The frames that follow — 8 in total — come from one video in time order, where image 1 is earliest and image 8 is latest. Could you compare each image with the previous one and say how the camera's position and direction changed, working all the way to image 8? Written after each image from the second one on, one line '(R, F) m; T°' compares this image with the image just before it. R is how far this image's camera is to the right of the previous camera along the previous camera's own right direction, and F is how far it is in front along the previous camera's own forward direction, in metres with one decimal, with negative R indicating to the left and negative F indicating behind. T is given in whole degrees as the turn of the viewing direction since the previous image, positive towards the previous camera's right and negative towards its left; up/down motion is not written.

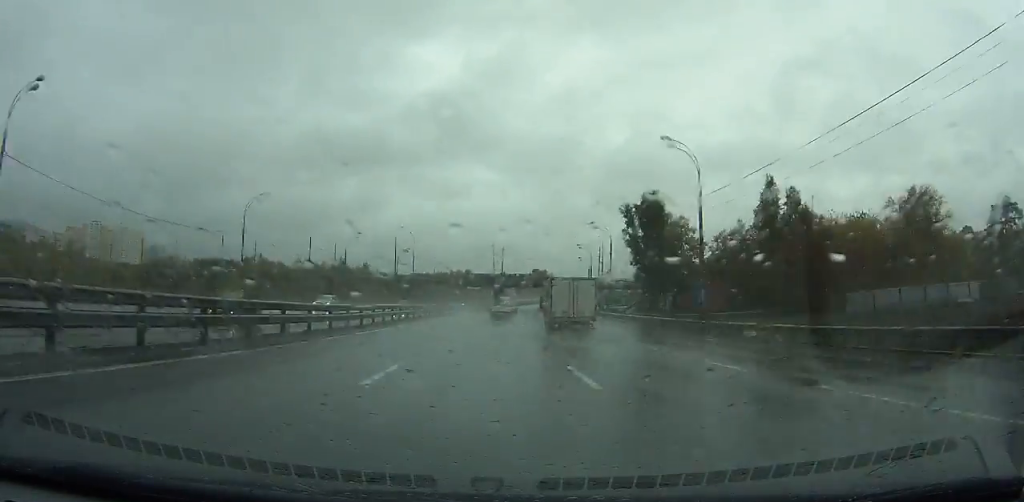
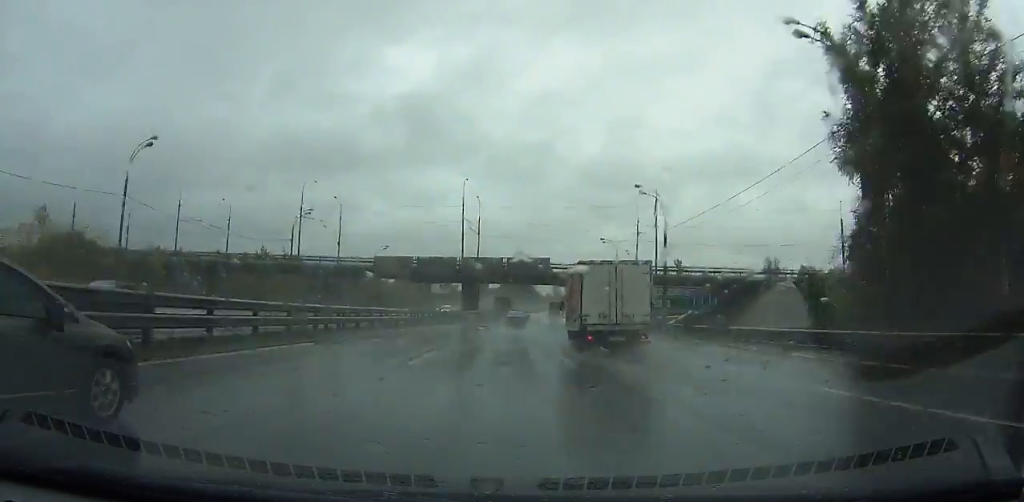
(+0.4, +59.6) m; +1°
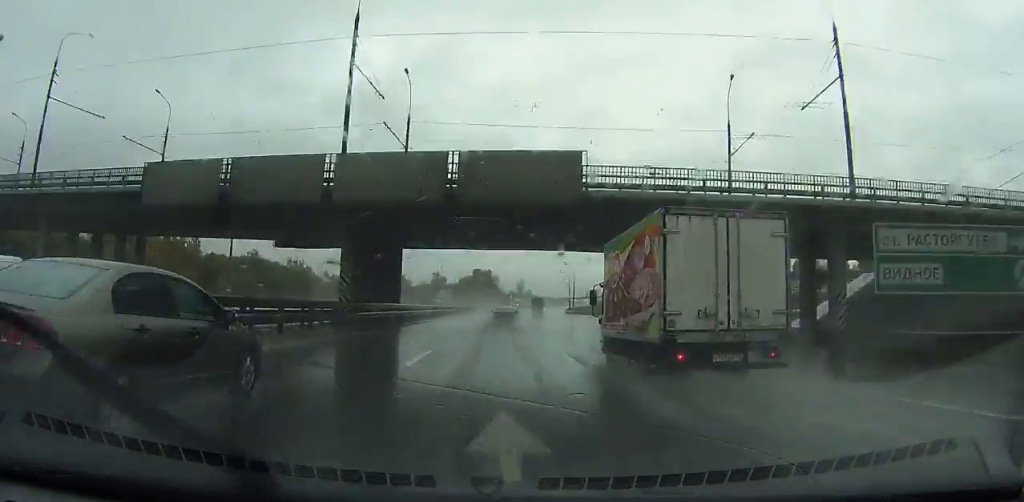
(+0.1, +48.0) m; +2°
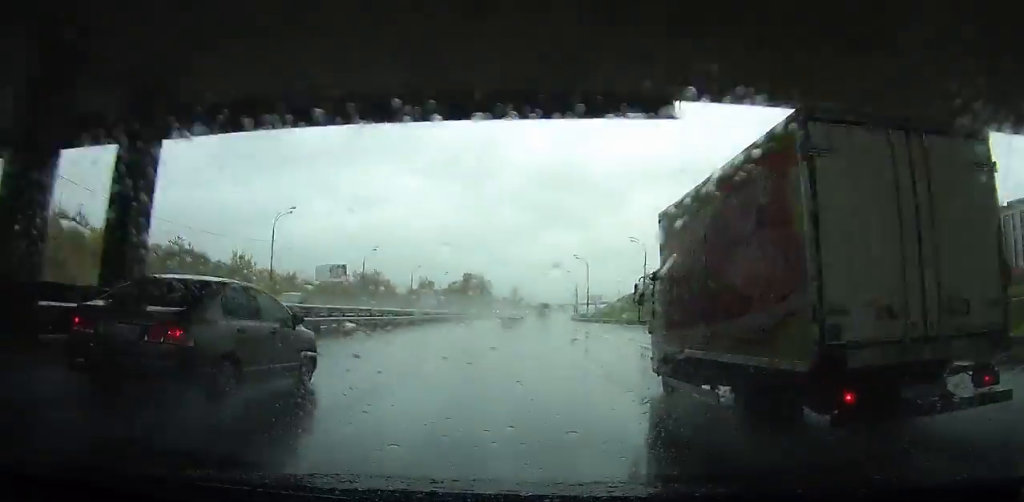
(+0.9, +31.6) m; +2°
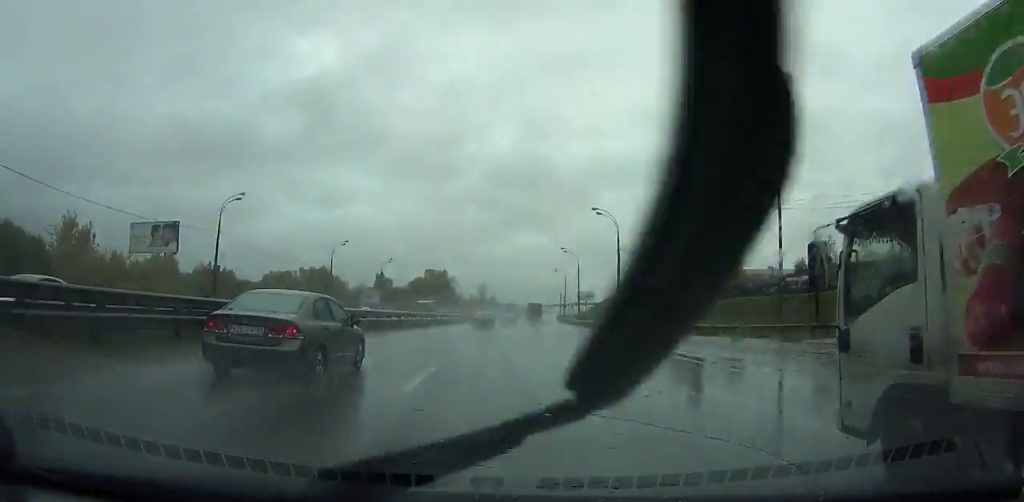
(+1.3, +49.7) m; +3°
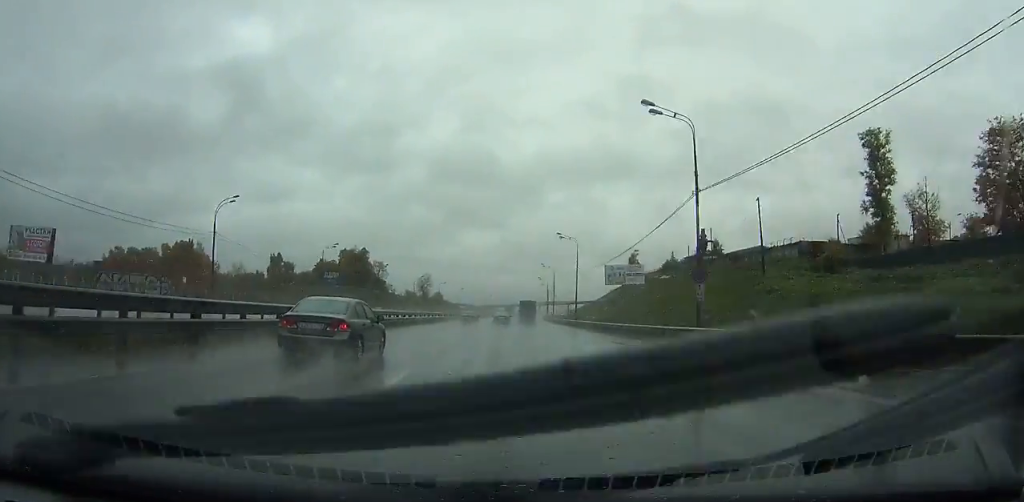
(+3.8, +109.7) m; +4°
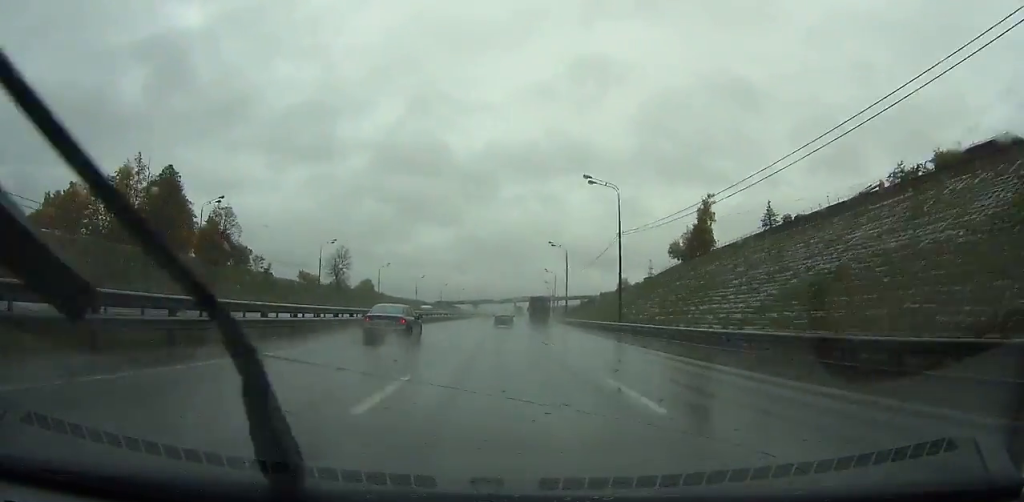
(+7.4, +128.1) m; +5°
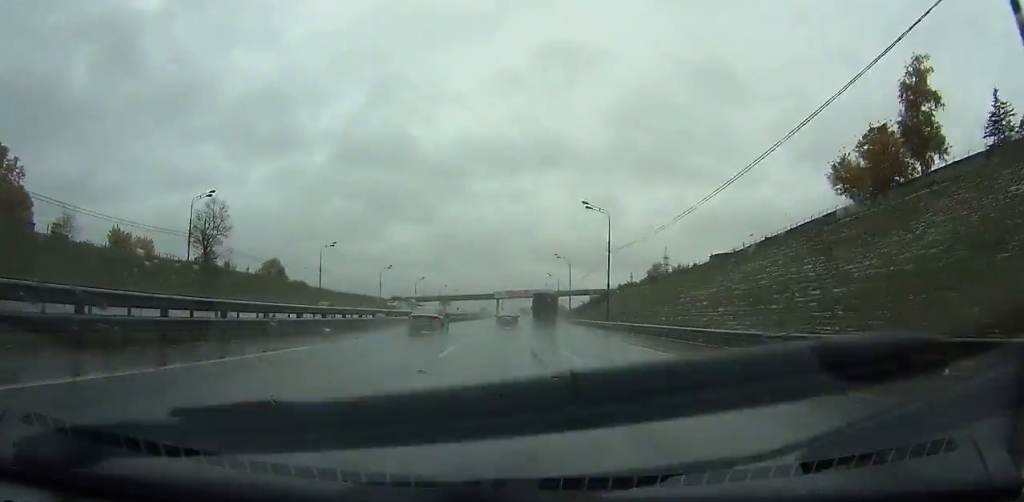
(+0.7, +88.4) m; 0°
